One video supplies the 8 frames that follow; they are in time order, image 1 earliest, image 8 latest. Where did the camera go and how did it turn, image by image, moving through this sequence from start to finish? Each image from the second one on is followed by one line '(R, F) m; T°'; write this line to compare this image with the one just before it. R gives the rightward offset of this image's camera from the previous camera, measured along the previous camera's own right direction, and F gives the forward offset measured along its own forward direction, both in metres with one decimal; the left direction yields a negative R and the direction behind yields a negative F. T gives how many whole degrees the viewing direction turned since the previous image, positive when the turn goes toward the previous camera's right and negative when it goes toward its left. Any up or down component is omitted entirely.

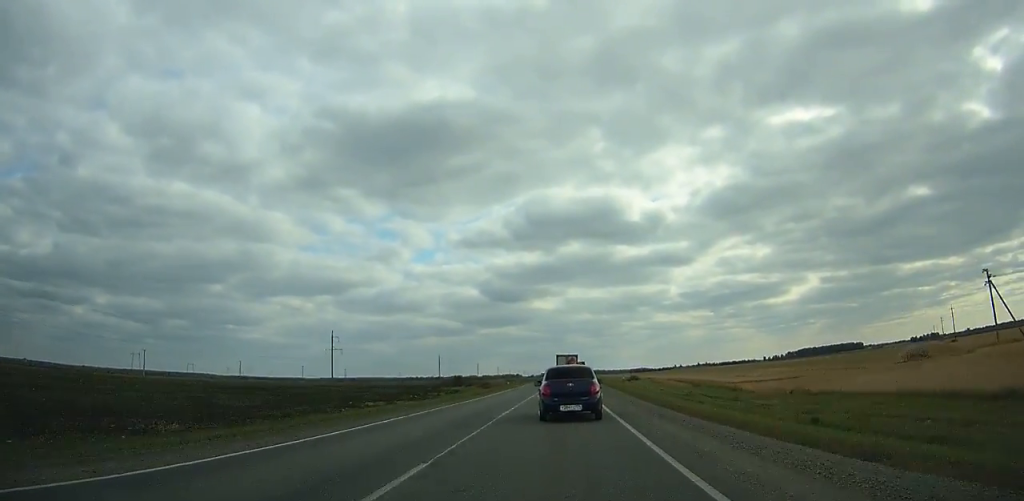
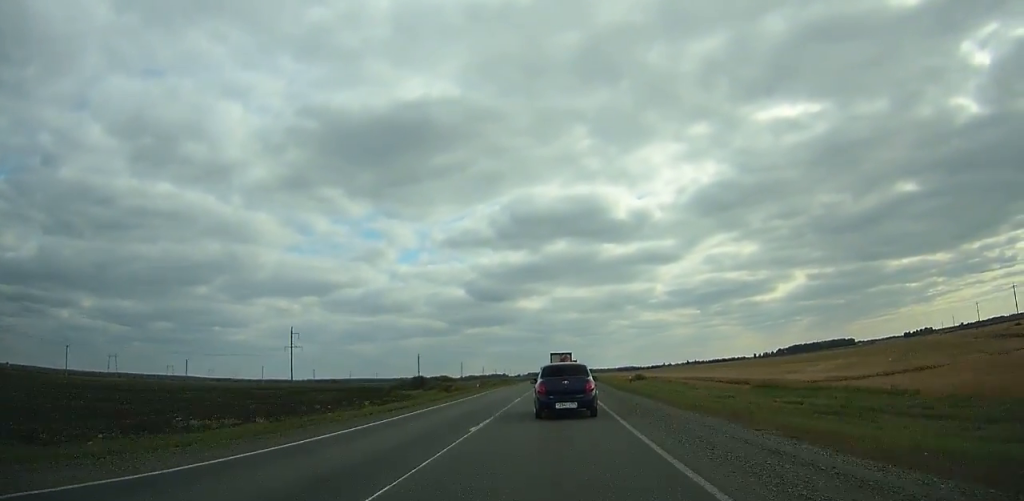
(+0.4, +28.8) m; +1°
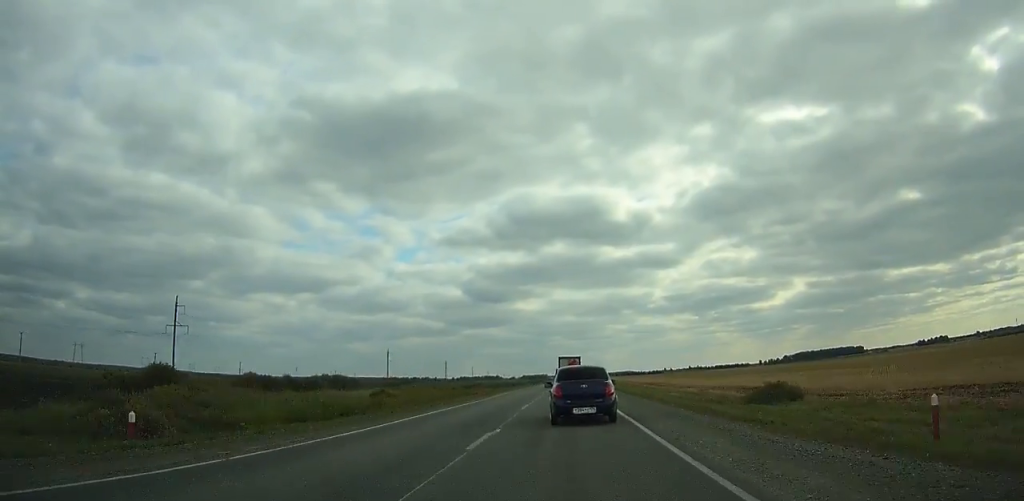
(+0.9, +74.1) m; +1°
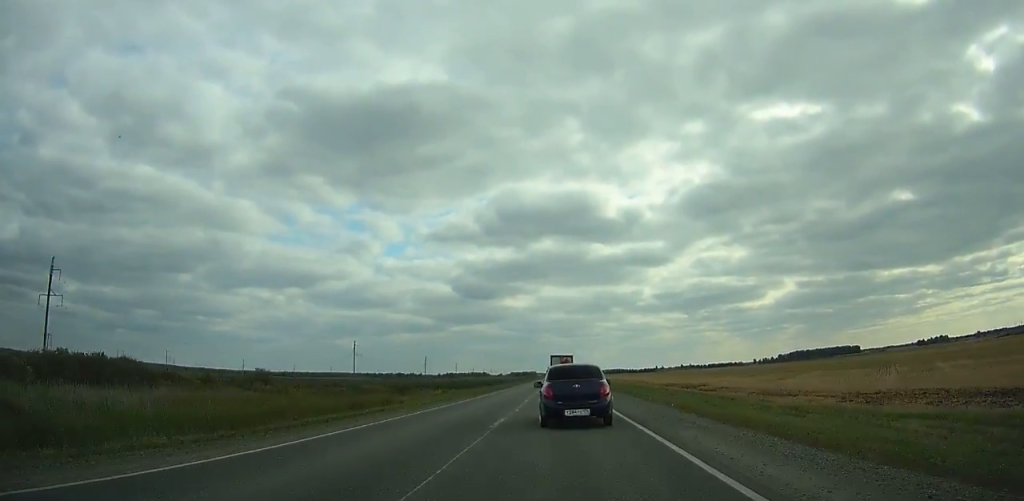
(+0.2, +43.3) m; 0°
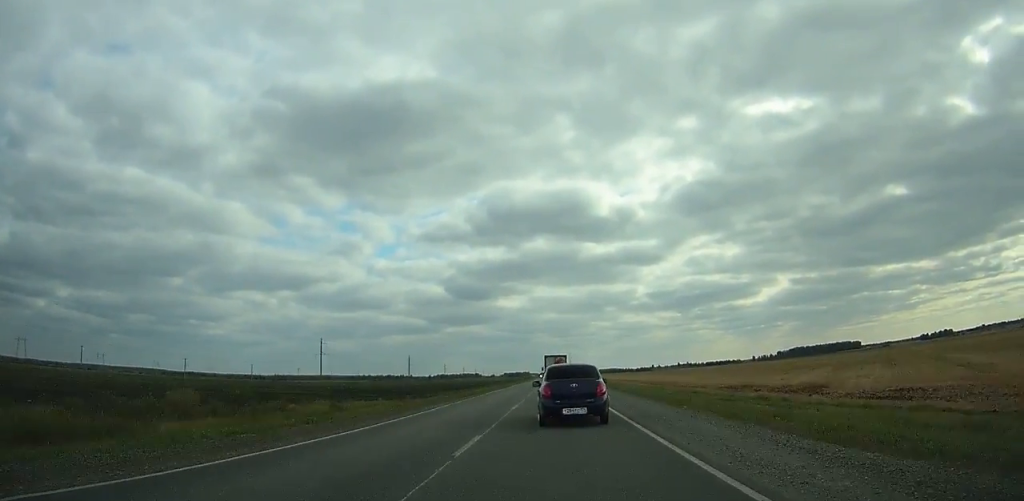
(+0.1, +41.3) m; 0°
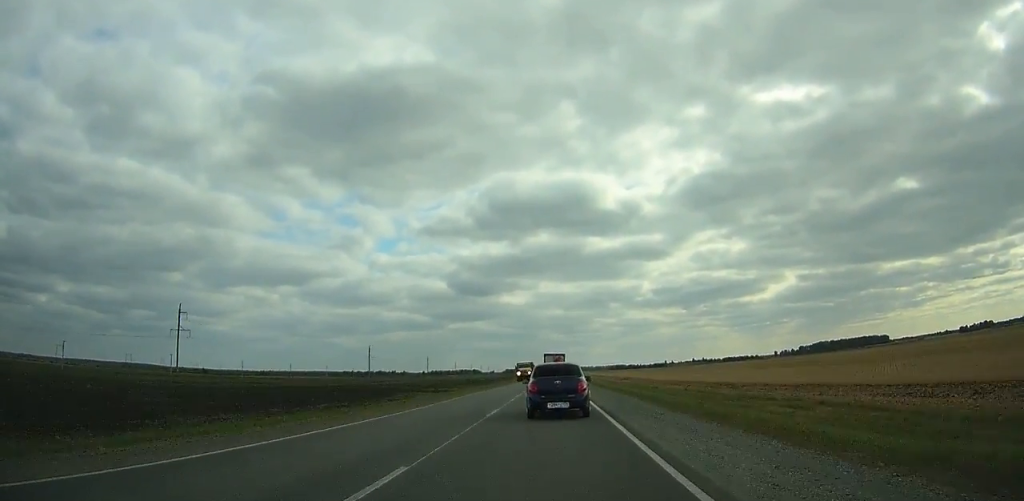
(+0.6, +125.1) m; 0°
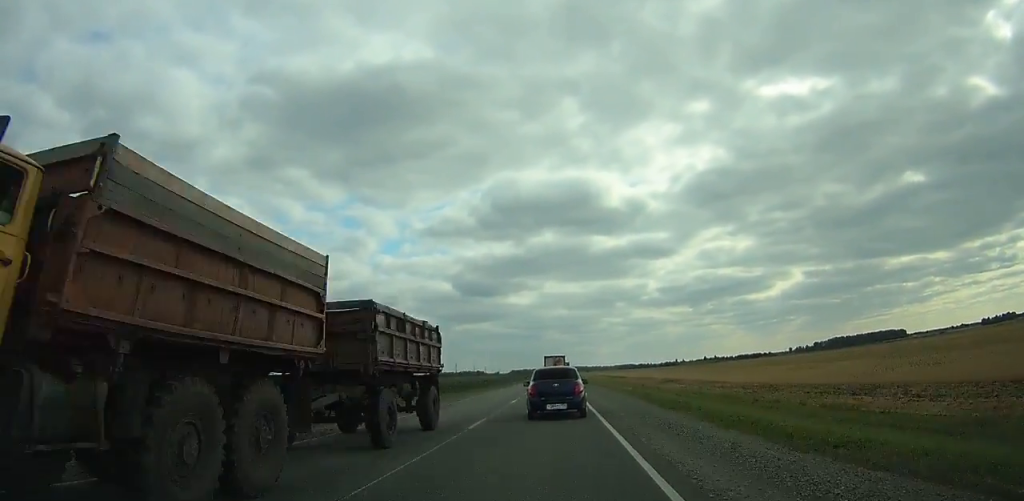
(0.0, +50.7) m; 0°
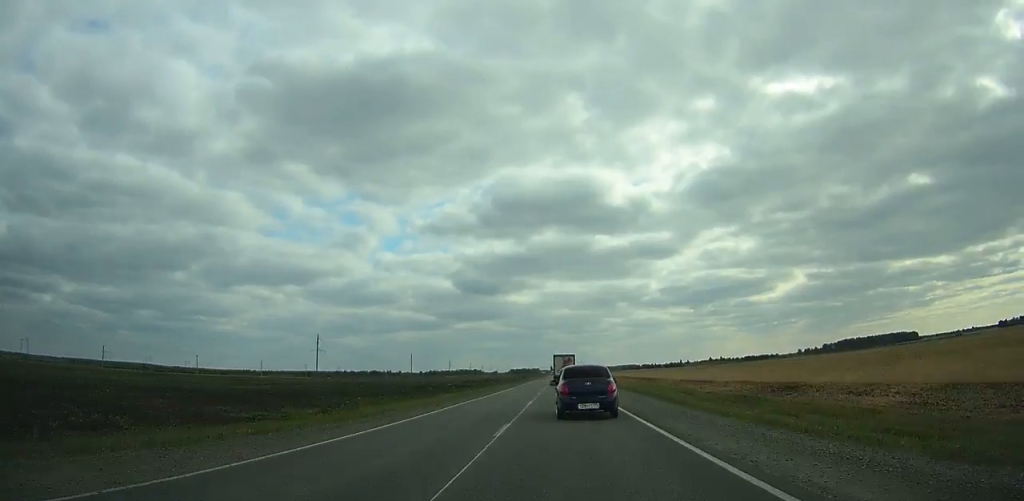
(-0.4, +49.1) m; 0°
